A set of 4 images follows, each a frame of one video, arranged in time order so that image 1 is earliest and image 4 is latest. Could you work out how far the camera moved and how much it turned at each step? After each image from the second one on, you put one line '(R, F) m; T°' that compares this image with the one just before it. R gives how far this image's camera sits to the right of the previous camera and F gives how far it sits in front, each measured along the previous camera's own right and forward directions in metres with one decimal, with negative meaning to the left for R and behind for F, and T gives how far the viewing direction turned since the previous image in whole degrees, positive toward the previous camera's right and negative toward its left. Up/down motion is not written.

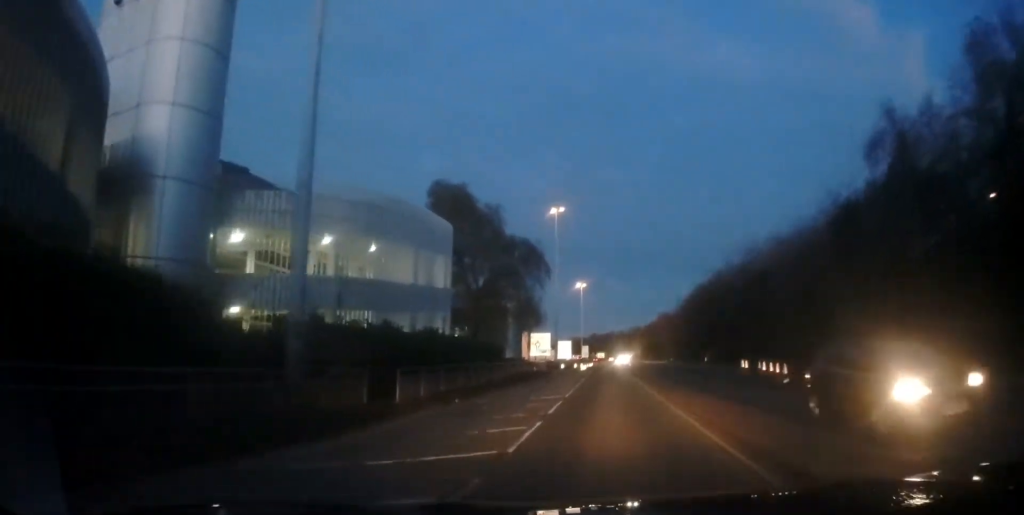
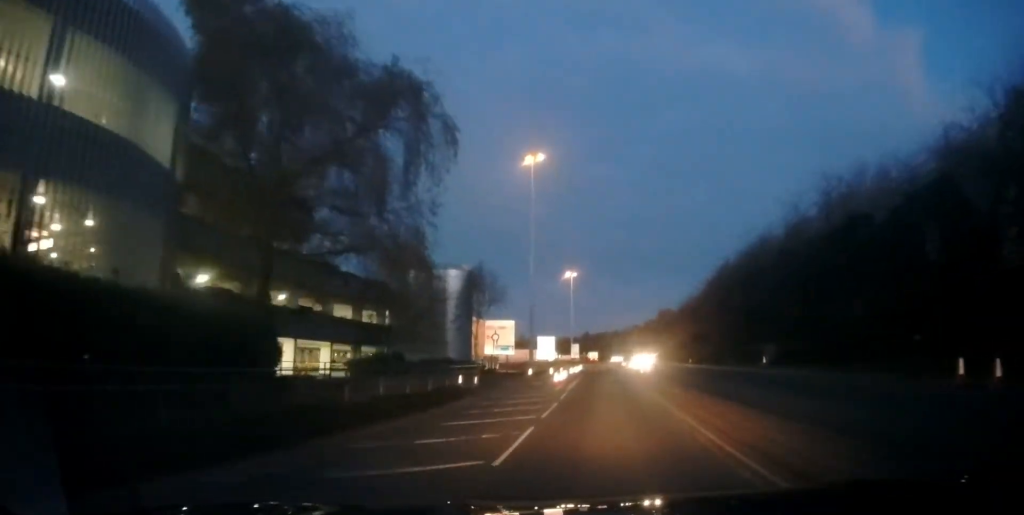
(-0.9, +24.9) m; -1°
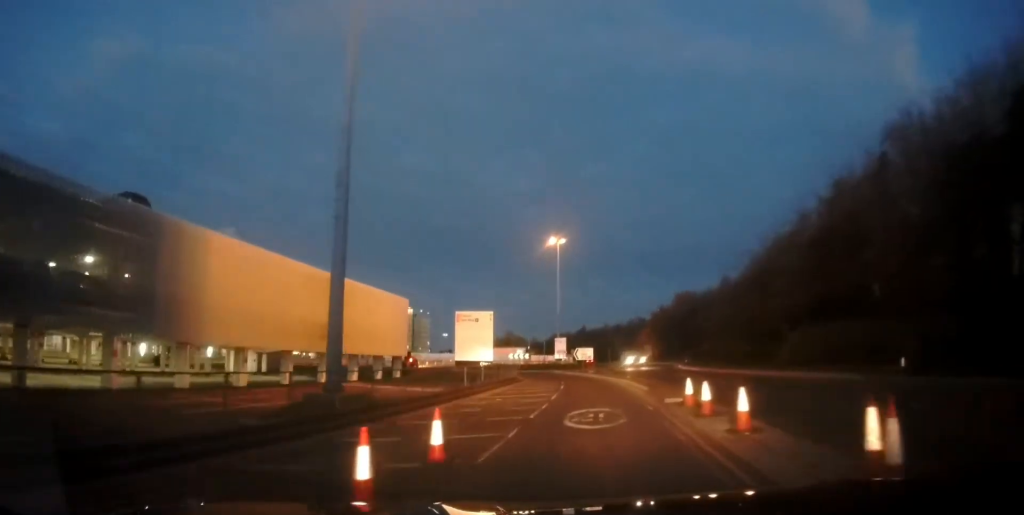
(+2.0, +47.3) m; +2°
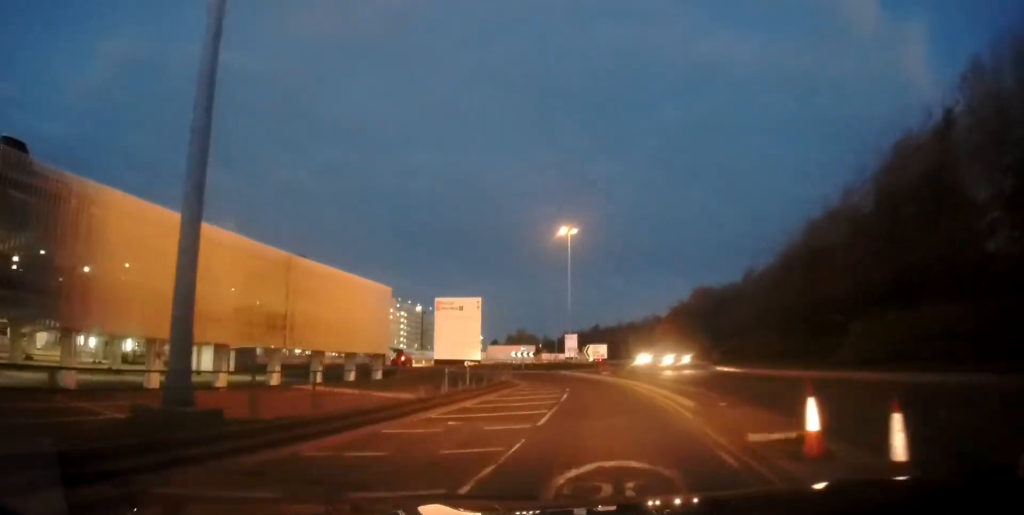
(-0.1, +7.7) m; -1°
